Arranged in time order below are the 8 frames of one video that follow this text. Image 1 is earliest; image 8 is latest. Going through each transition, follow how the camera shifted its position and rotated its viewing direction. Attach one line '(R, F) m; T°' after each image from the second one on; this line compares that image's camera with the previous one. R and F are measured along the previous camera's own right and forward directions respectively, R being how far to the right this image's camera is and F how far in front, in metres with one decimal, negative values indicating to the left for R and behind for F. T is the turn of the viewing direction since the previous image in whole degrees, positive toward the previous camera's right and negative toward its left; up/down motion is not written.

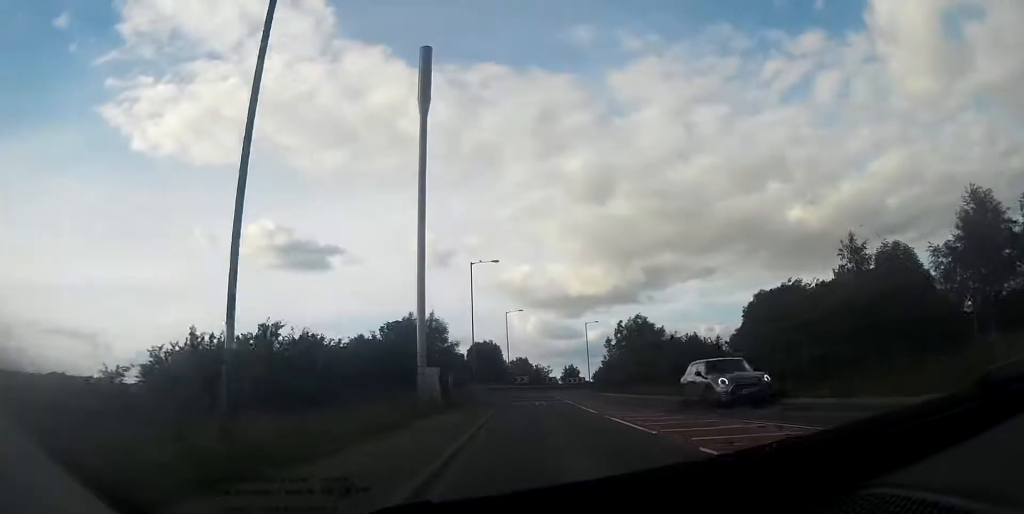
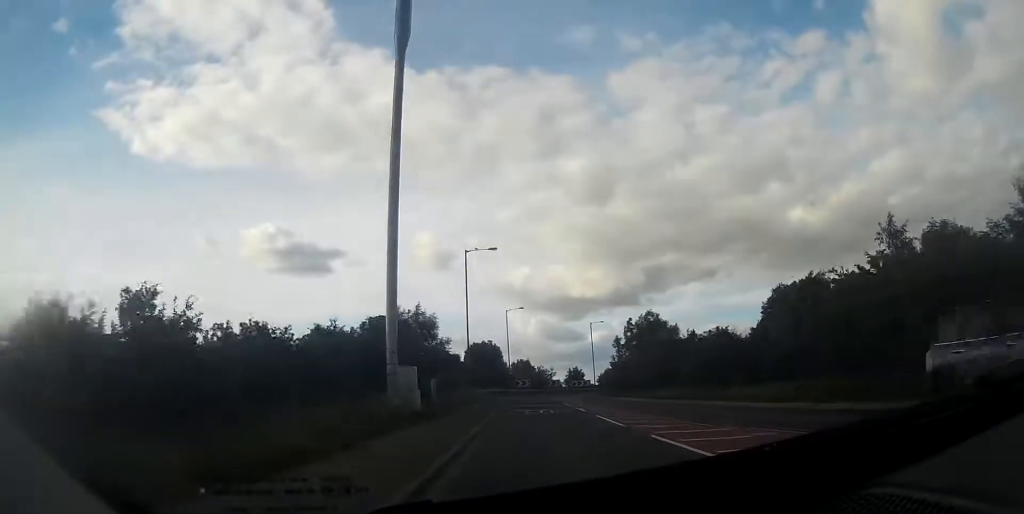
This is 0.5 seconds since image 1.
(0.0, +5.6) m; 0°
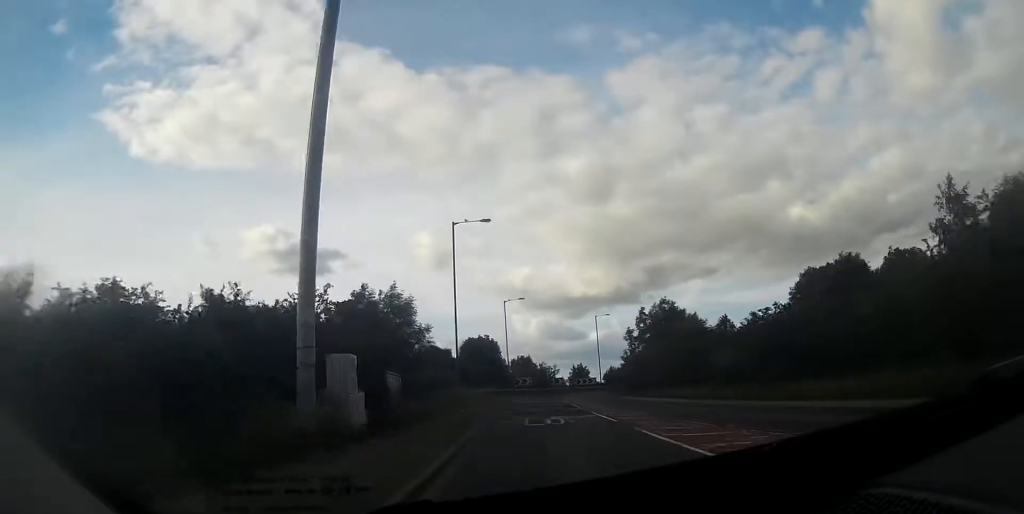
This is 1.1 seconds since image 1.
(0.0, +7.2) m; 0°
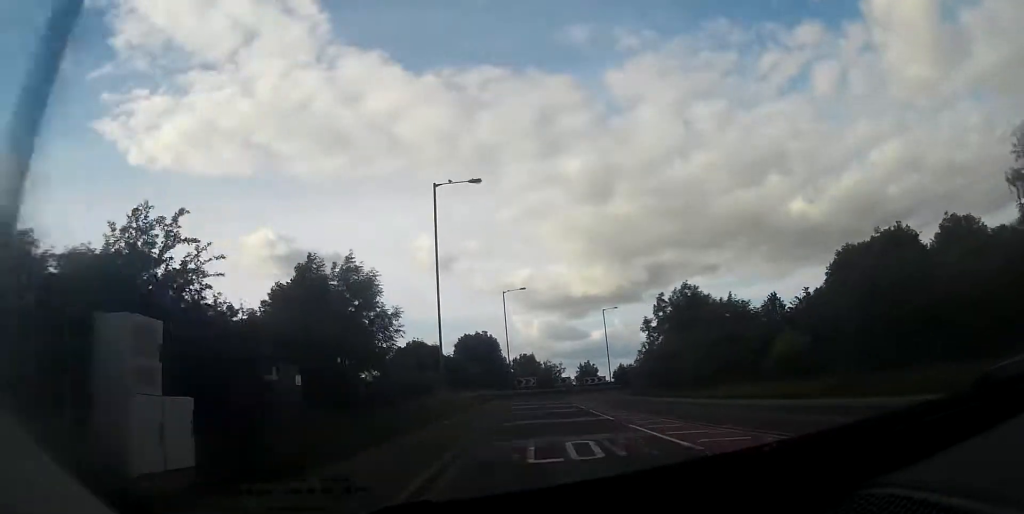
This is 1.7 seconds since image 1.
(+0.1, +7.2) m; 0°
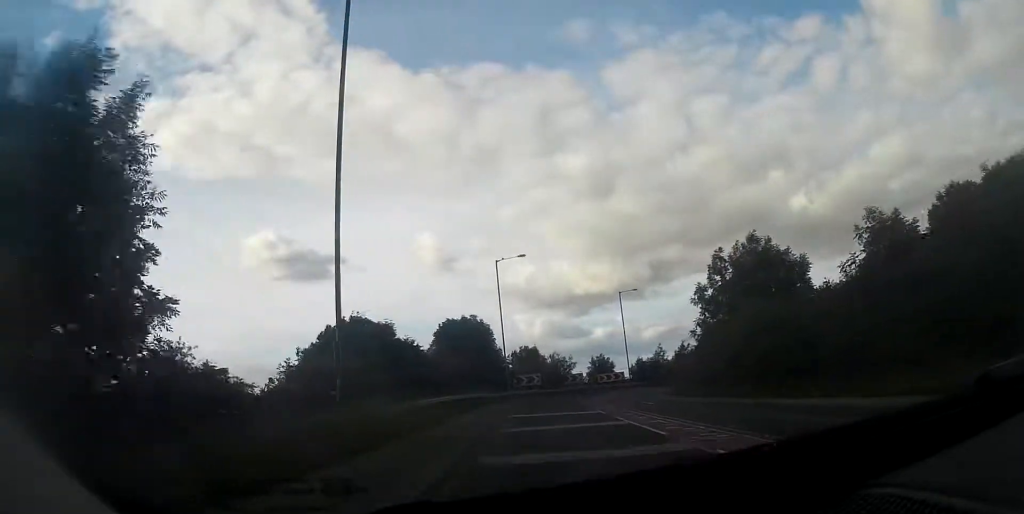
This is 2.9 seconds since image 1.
(0.0, +14.8) m; 0°
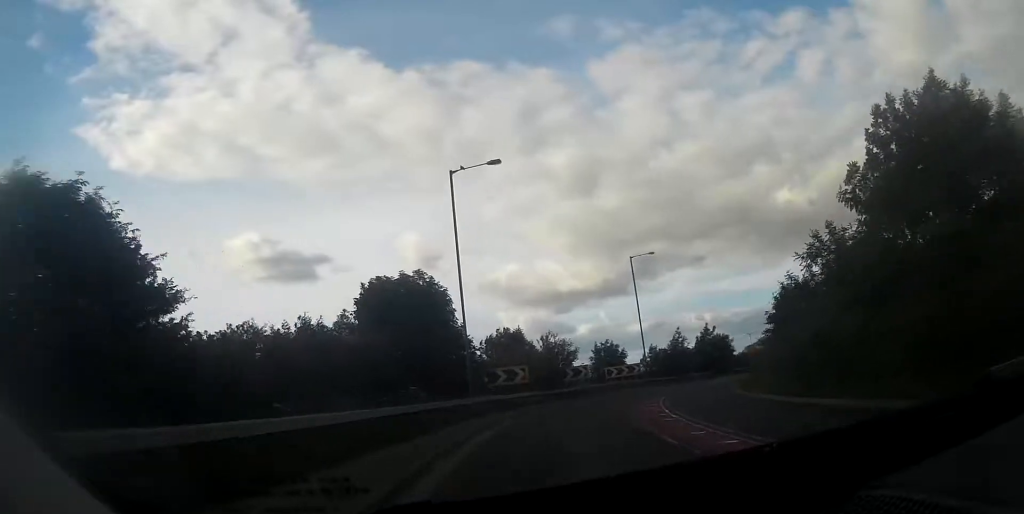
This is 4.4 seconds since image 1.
(0.0, +18.9) m; +1°
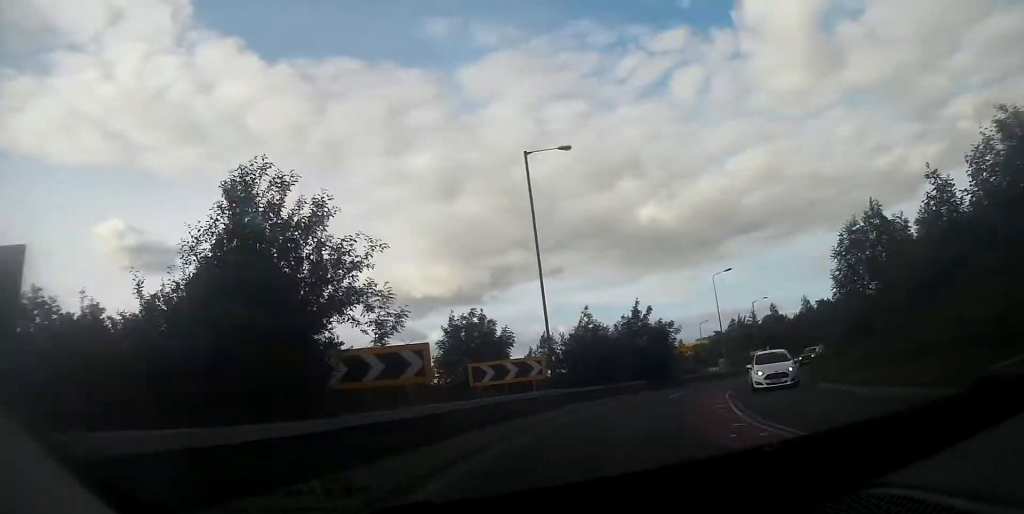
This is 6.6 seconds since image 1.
(+1.7, +27.9) m; +12°
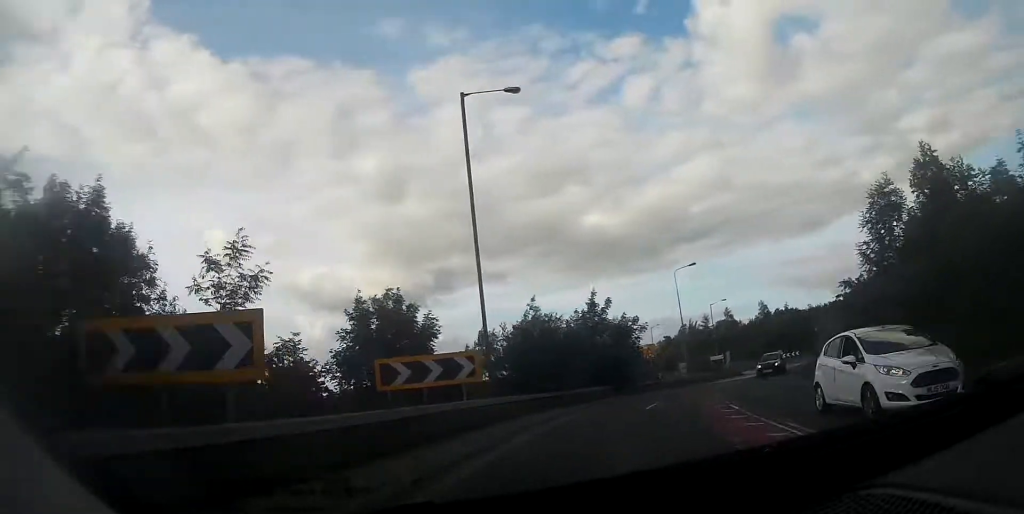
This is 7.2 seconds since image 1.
(+0.5, +6.5) m; +5°
